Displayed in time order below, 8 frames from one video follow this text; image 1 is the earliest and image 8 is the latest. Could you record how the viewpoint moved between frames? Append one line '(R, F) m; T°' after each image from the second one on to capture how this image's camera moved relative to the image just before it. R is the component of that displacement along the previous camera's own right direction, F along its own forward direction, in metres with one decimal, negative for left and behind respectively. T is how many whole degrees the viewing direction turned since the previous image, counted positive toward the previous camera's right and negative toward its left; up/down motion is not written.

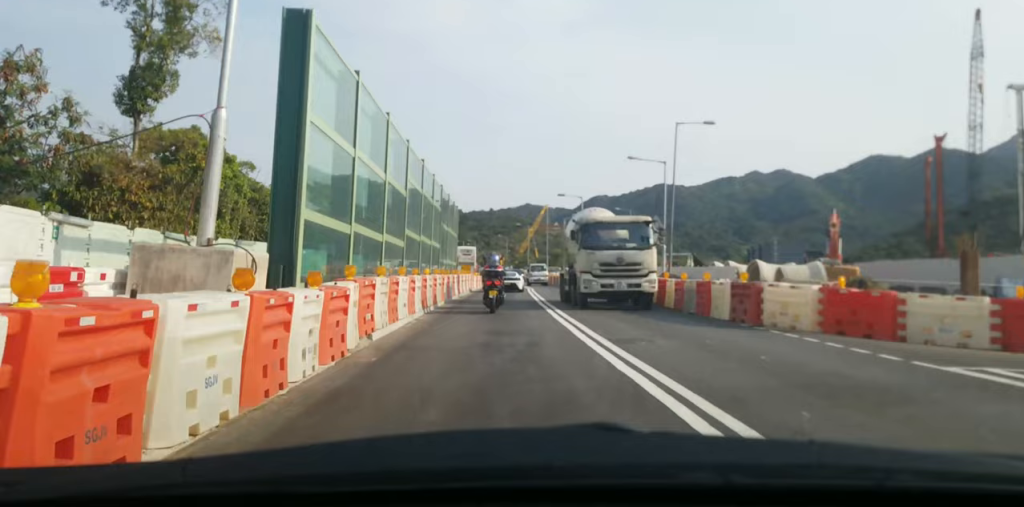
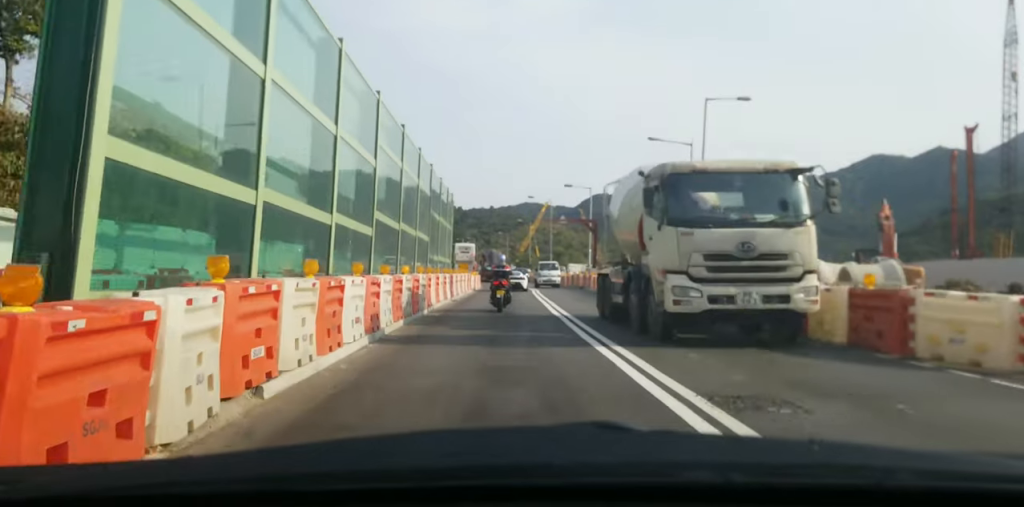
(+0.1, +5.8) m; 0°
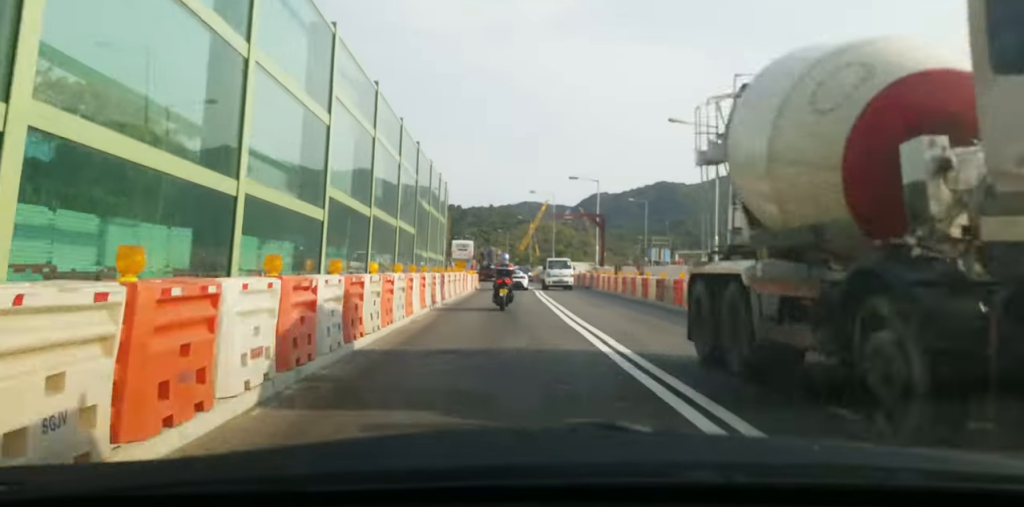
(-0.1, +4.6) m; 0°
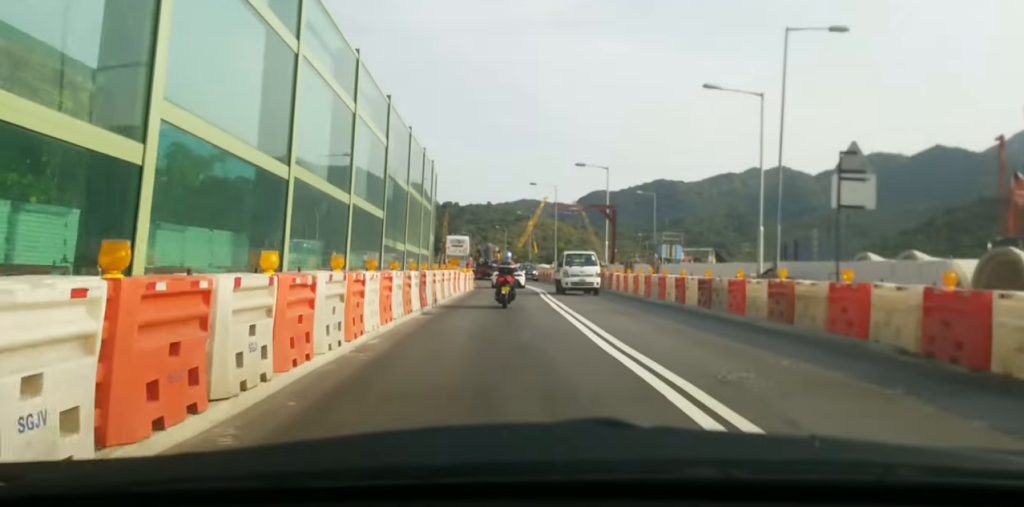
(0.0, +6.1) m; 0°
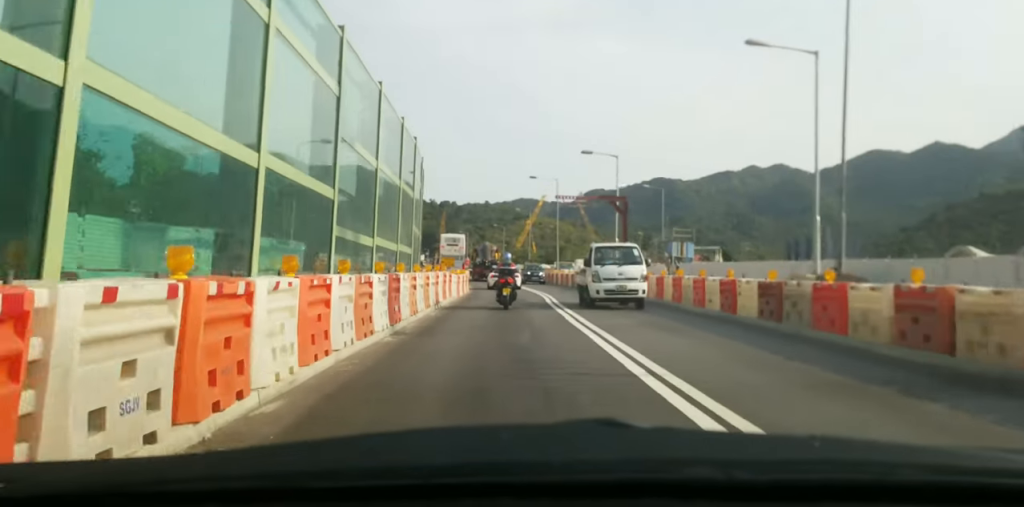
(0.0, +4.9) m; 0°
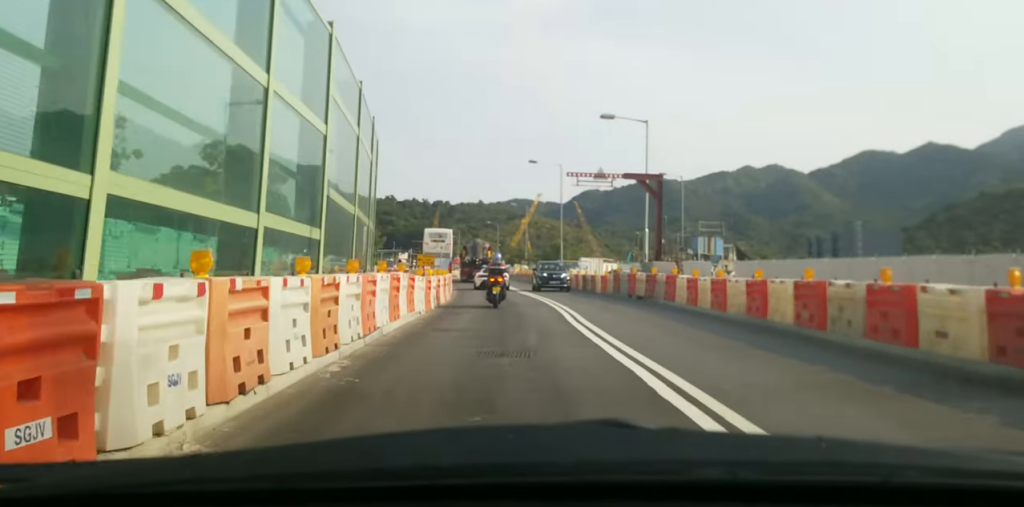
(0.0, +10.7) m; 0°
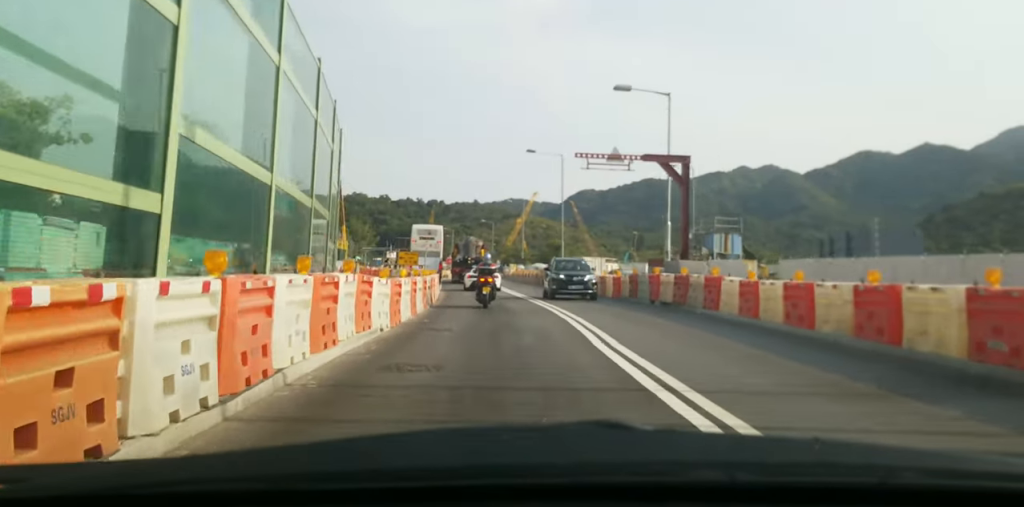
(0.0, +5.2) m; 0°
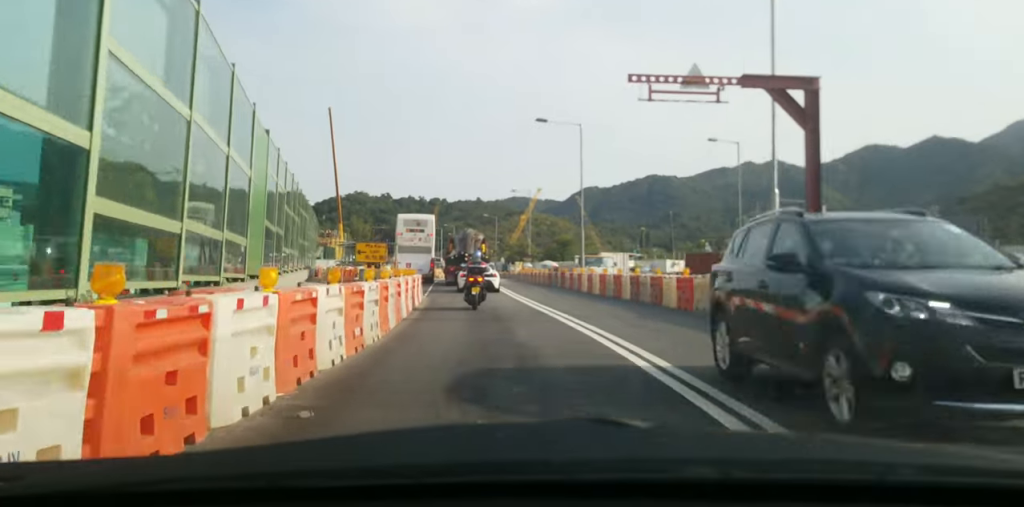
(+0.1, +9.7) m; +1°
